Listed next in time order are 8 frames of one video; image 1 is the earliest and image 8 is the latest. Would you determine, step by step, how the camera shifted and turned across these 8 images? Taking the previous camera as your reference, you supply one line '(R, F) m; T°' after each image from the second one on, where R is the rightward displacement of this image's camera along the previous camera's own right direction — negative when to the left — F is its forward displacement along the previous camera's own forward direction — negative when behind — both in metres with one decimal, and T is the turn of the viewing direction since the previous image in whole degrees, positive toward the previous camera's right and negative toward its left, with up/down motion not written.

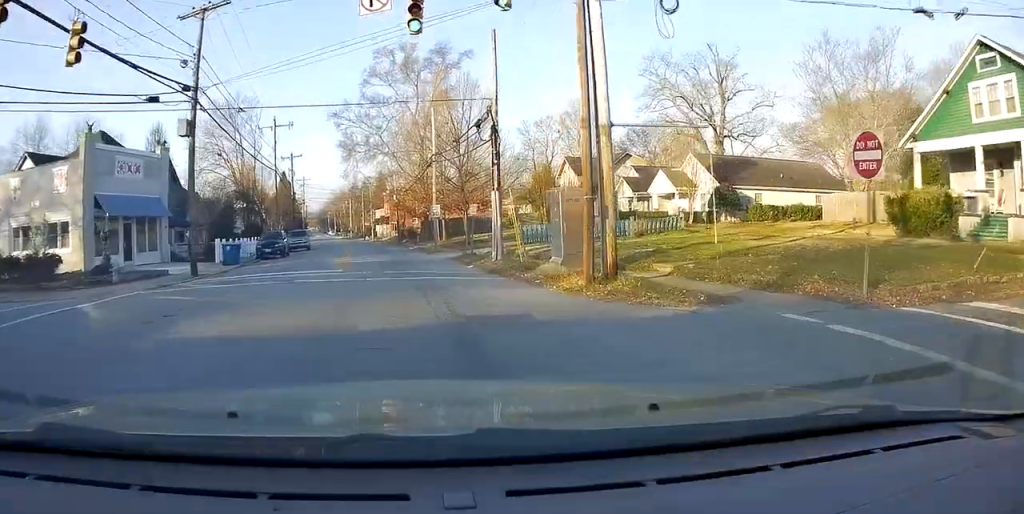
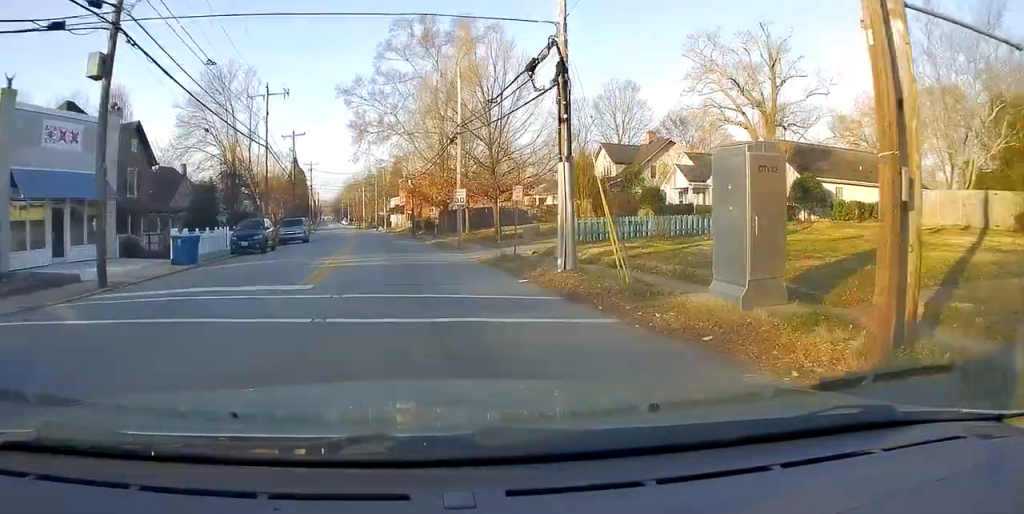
(-0.2, +7.7) m; -1°
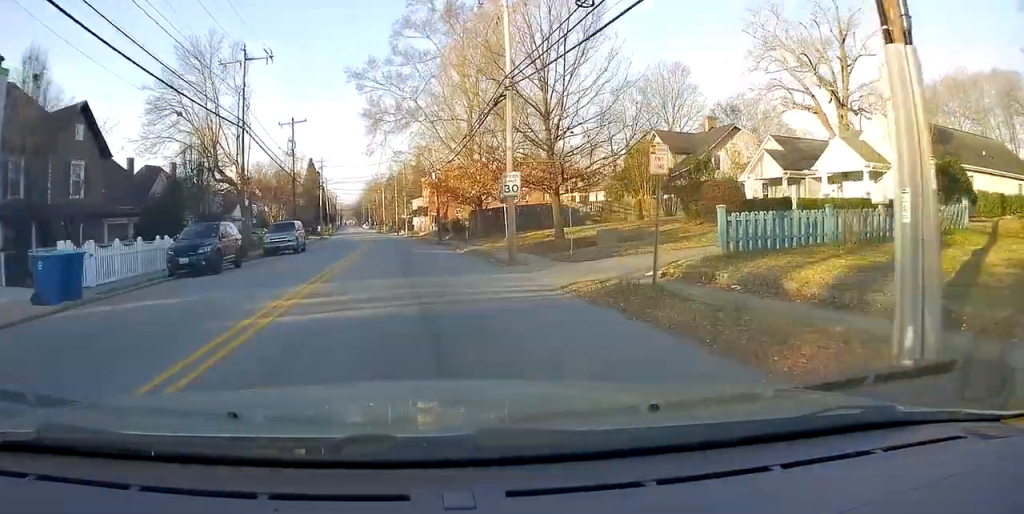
(-0.2, +9.5) m; -2°
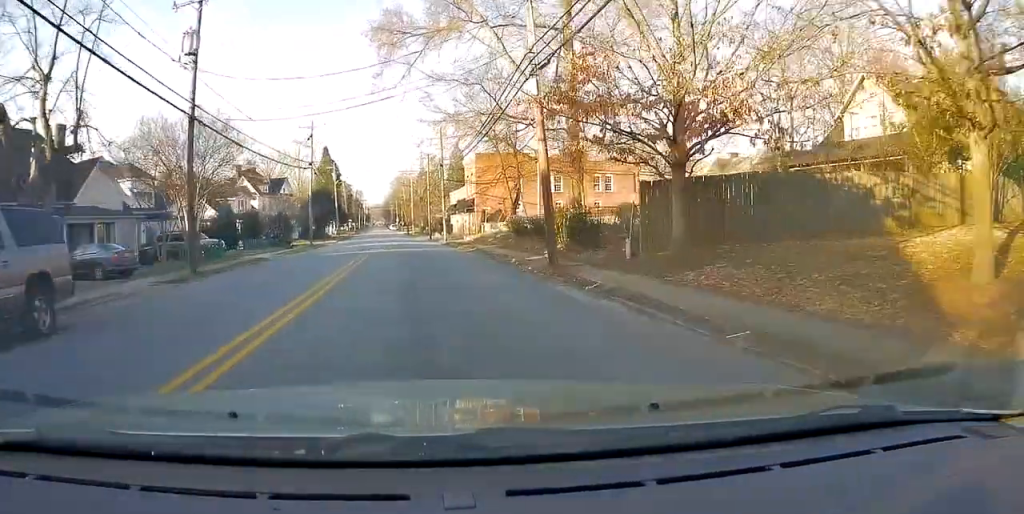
(-1.6, +26.4) m; -5°
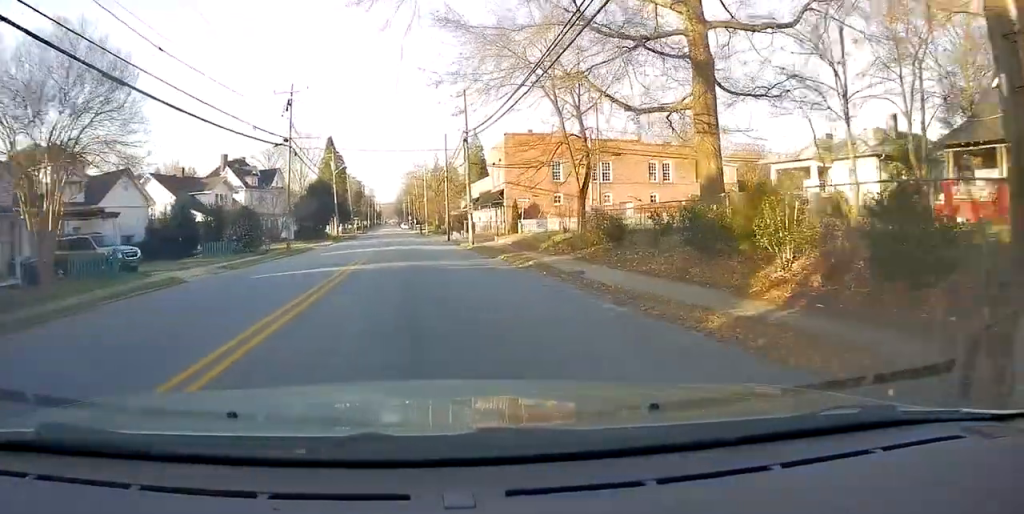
(0.0, +12.0) m; +2°
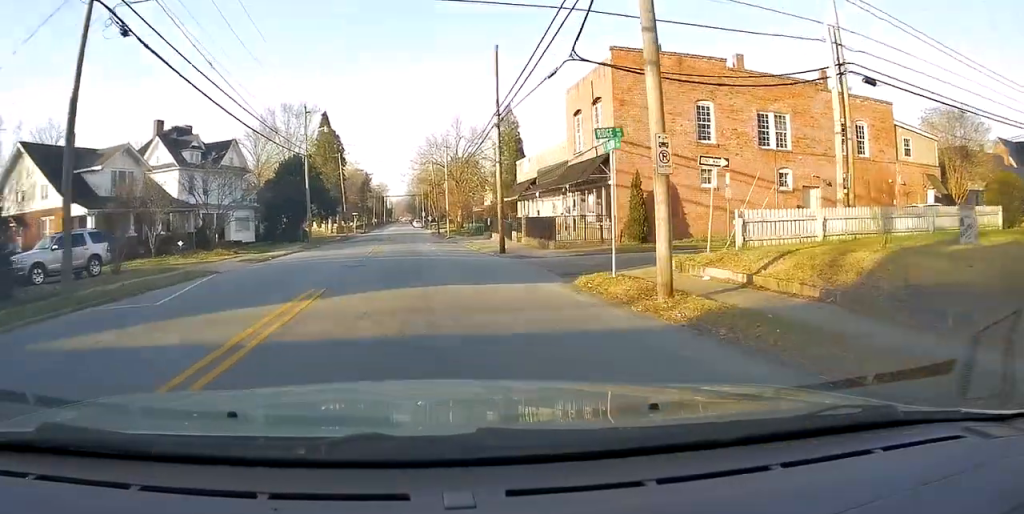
(0.0, +22.0) m; -3°
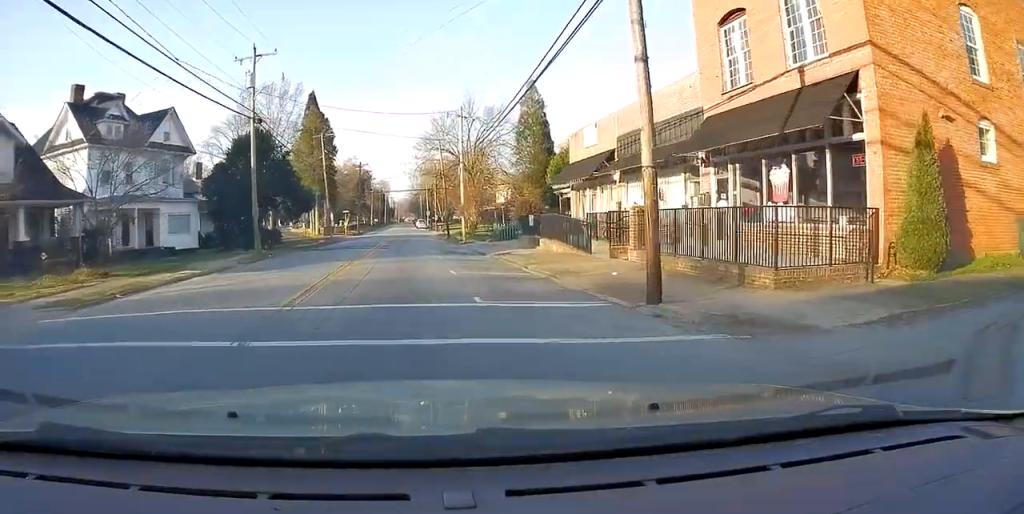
(-0.2, +13.2) m; -1°
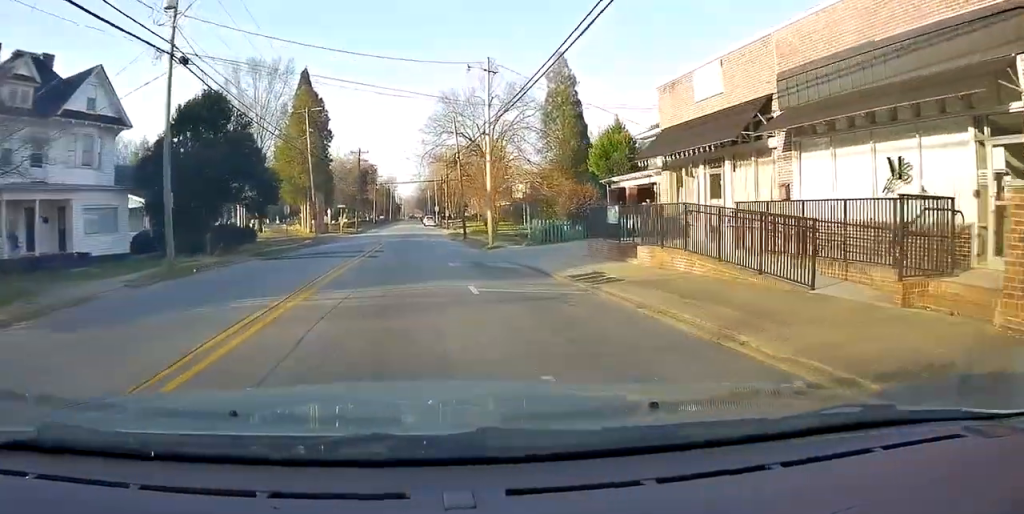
(0.0, +10.6) m; 0°
